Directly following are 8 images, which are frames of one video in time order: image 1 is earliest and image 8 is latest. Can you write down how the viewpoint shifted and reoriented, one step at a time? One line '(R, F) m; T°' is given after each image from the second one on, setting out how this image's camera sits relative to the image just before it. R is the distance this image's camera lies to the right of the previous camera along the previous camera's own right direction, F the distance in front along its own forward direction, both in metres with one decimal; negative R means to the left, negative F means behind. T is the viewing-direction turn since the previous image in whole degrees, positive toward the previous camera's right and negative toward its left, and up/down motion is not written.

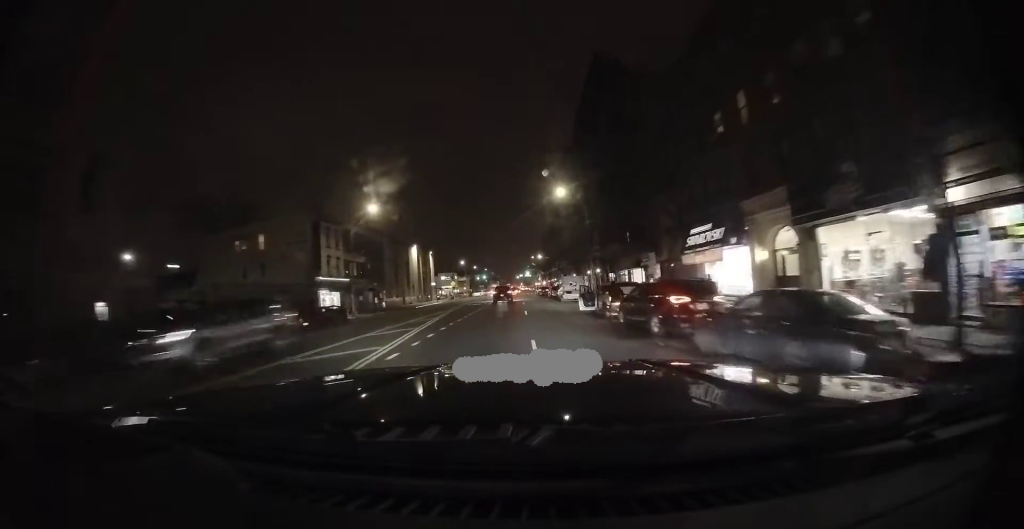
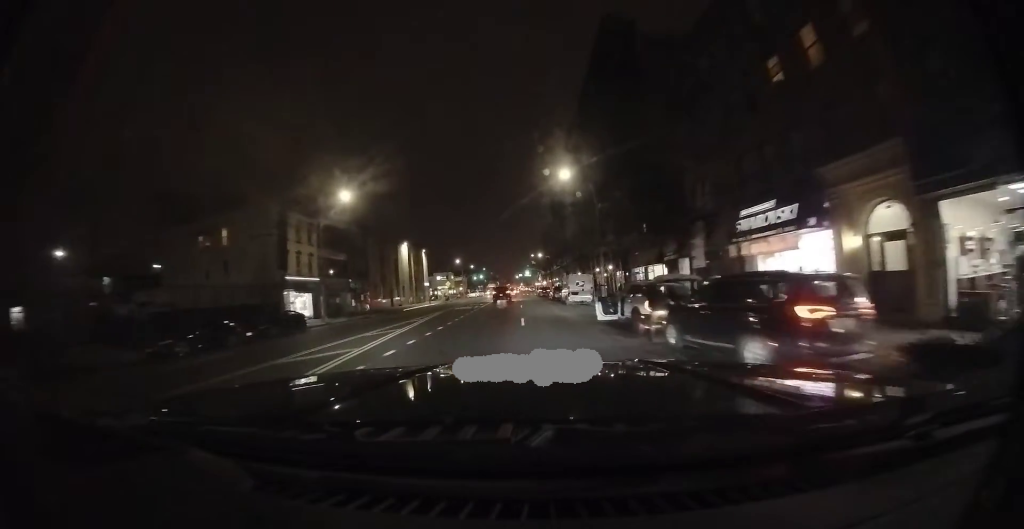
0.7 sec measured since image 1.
(0.0, +5.1) m; 0°
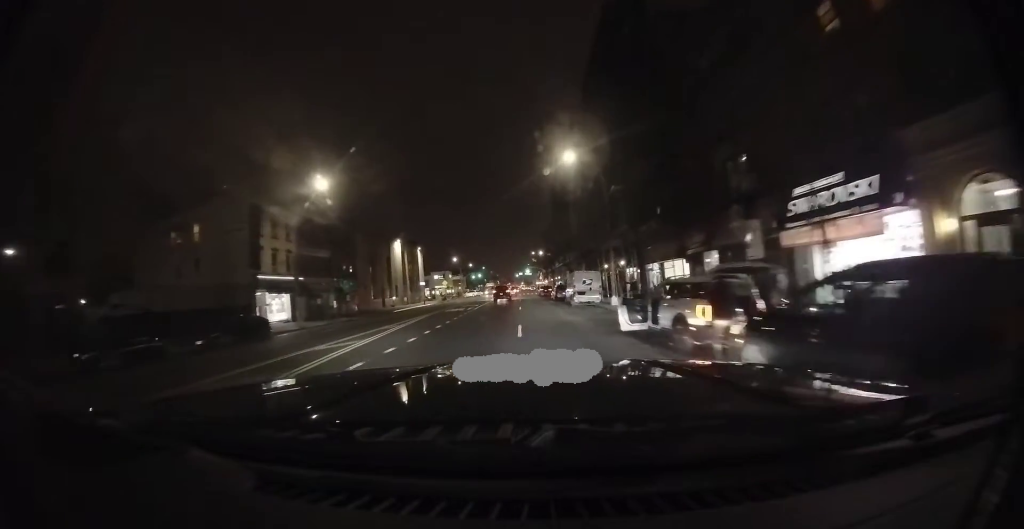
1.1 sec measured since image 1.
(0.0, +3.4) m; 0°
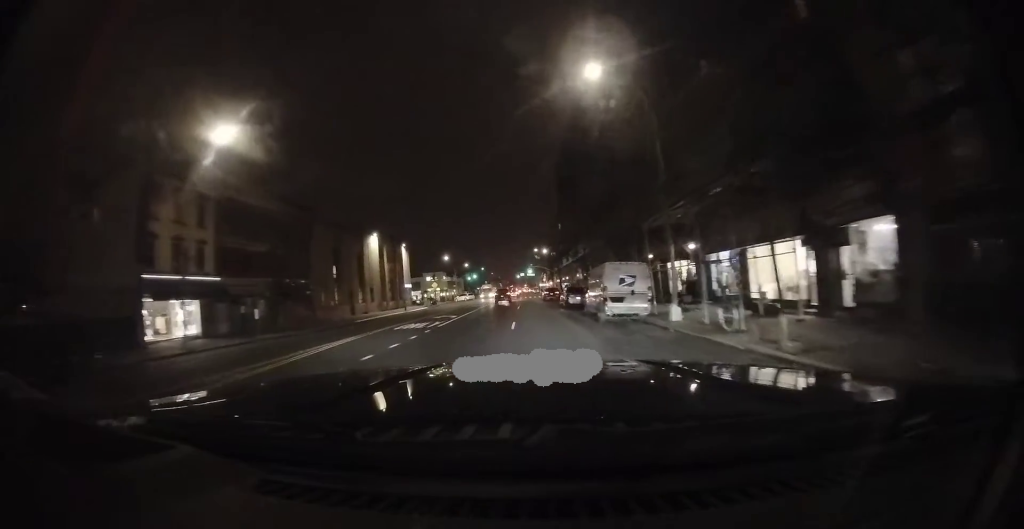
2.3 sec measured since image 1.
(0.0, +9.5) m; 0°
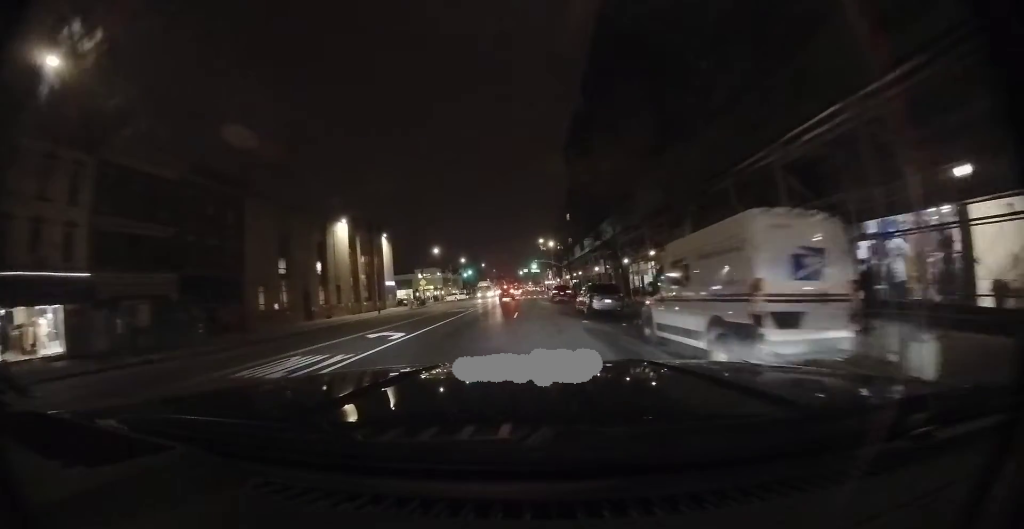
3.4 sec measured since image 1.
(0.0, +9.7) m; 0°
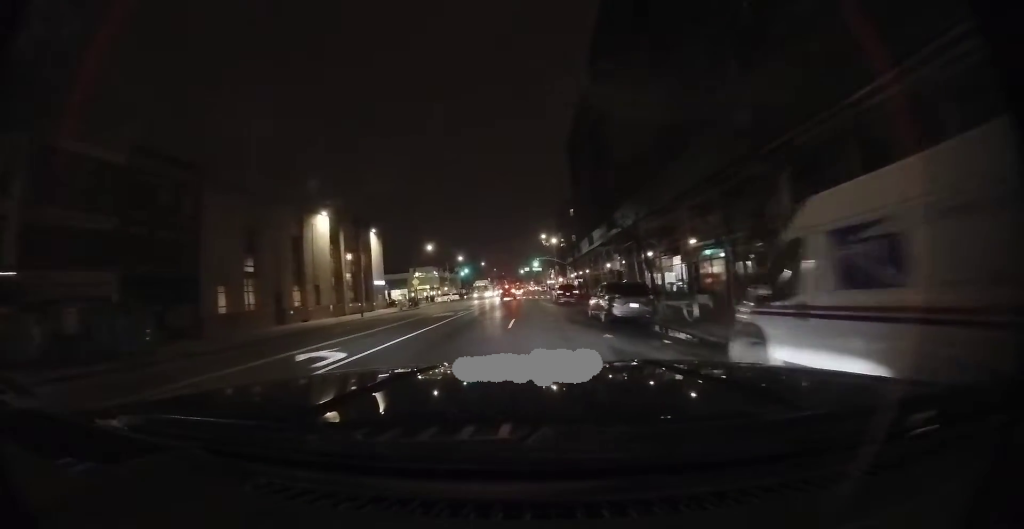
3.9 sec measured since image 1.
(0.0, +4.5) m; 0°
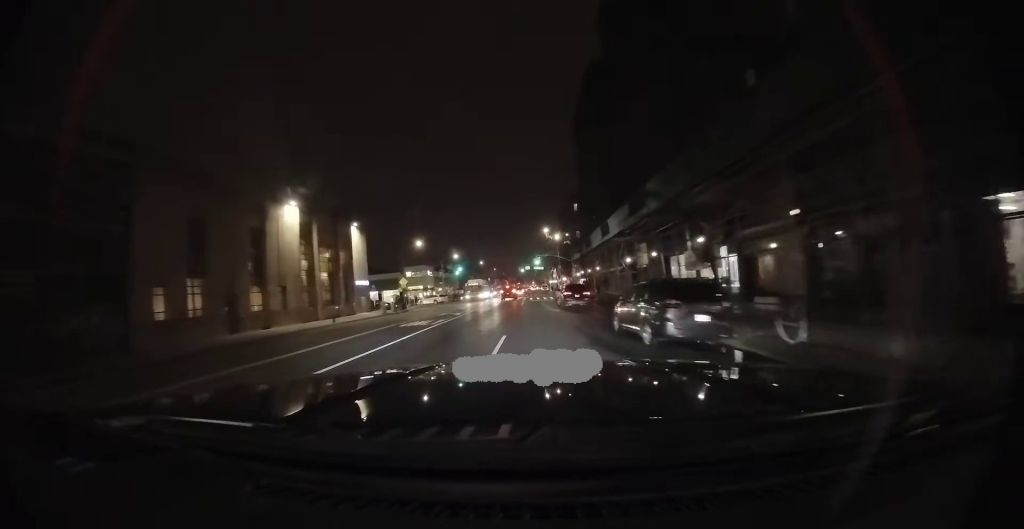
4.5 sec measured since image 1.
(0.0, +5.8) m; 0°
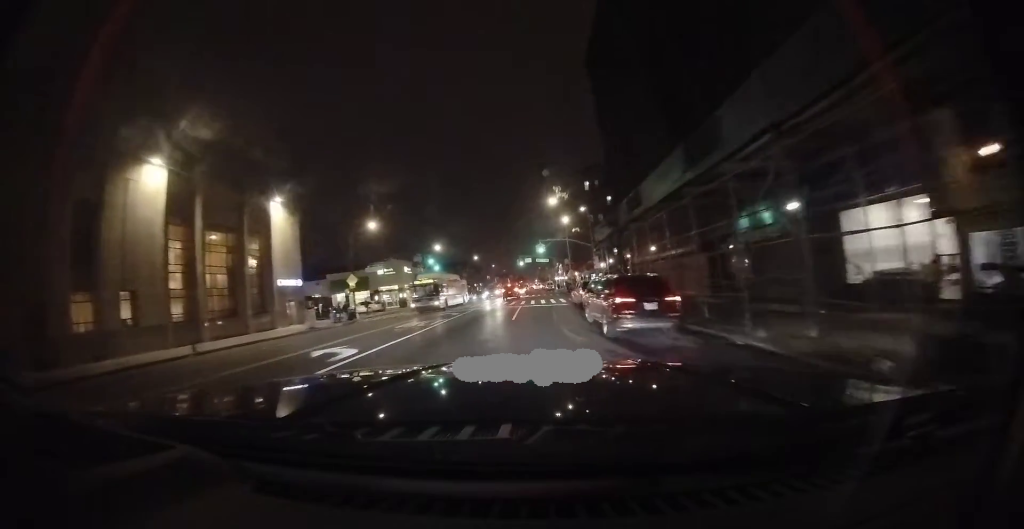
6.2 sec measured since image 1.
(0.0, +15.0) m; 0°
